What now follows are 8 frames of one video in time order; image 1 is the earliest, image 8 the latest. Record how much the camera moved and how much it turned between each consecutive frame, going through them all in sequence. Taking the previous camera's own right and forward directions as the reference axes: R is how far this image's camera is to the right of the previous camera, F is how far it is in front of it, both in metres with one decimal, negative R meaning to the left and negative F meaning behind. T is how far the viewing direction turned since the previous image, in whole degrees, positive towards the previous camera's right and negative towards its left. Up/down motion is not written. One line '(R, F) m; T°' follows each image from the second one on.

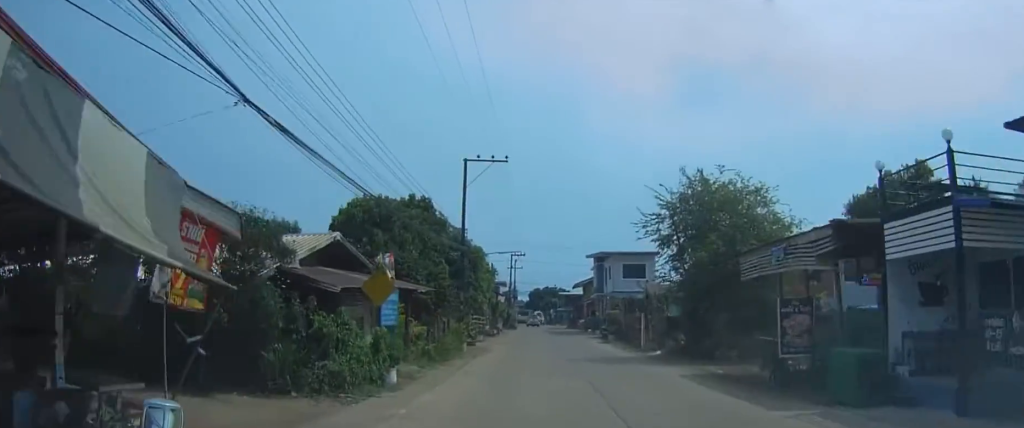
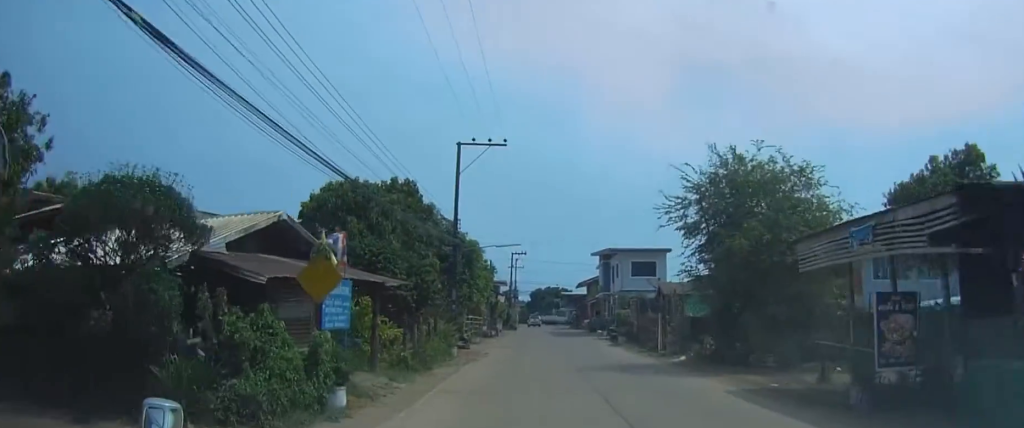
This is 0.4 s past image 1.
(0.0, +5.4) m; 0°
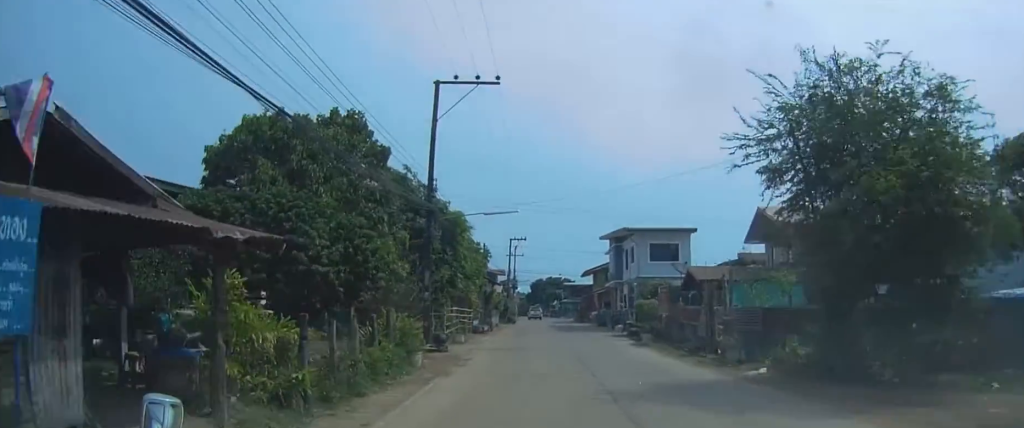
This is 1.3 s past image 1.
(0.0, +10.2) m; +1°
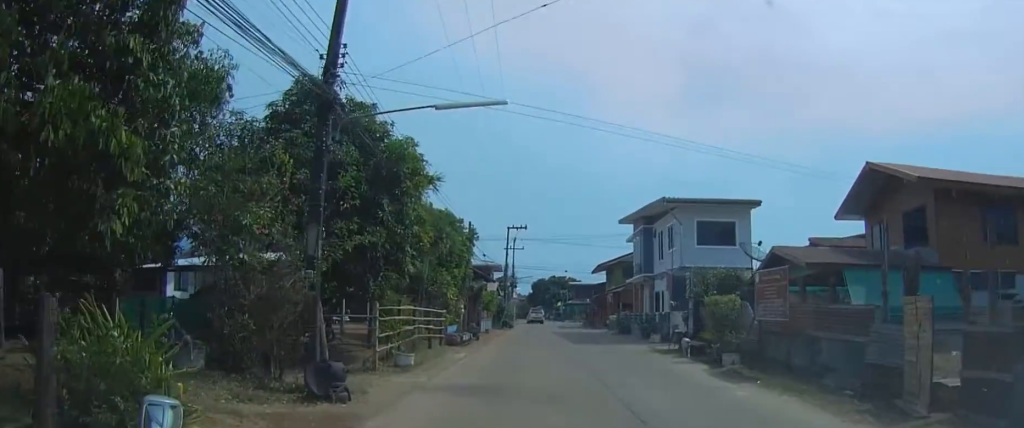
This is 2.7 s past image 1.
(+0.2, +14.6) m; 0°
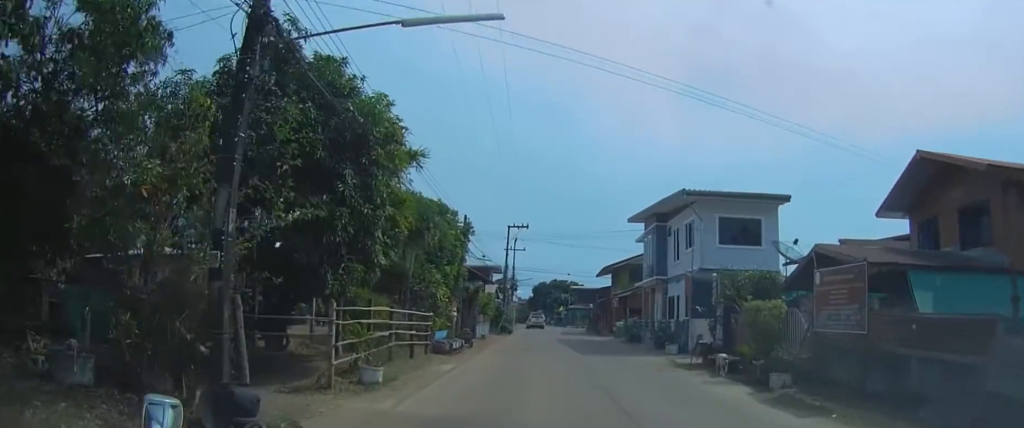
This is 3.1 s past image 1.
(-0.1, +3.8) m; 0°
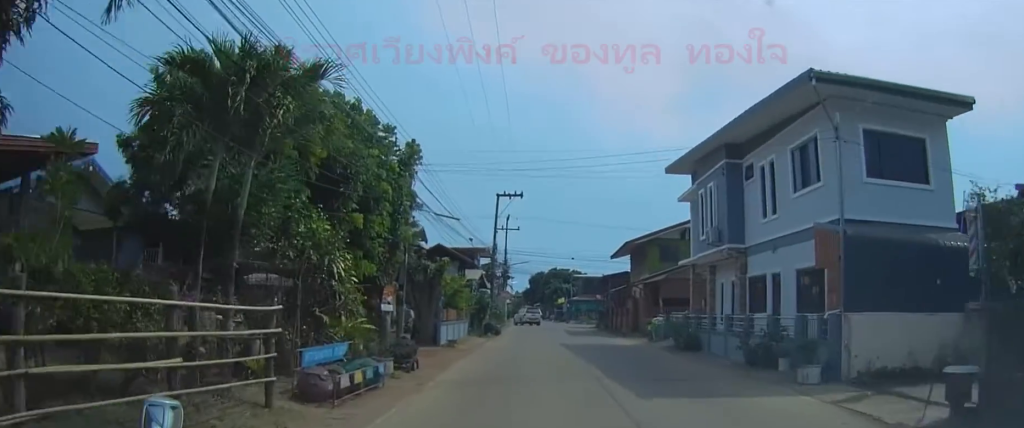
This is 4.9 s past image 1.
(-0.2, +14.3) m; -2°
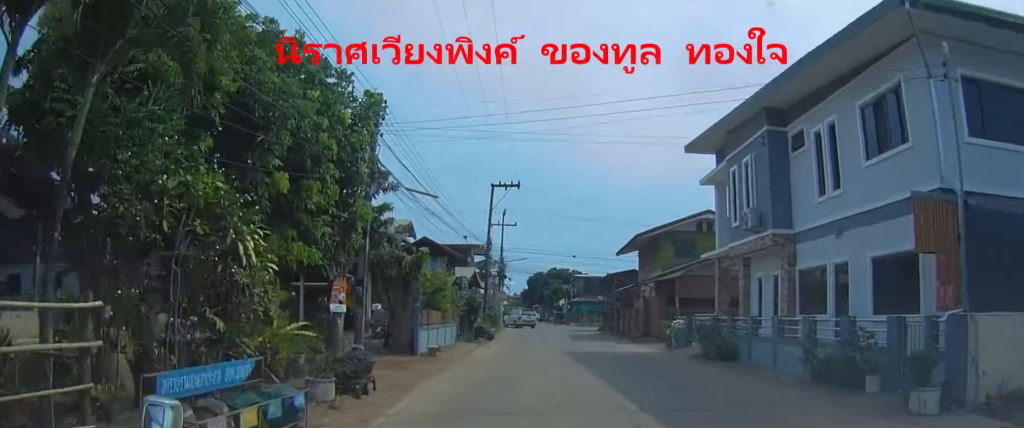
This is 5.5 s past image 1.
(-0.1, +4.2) m; 0°
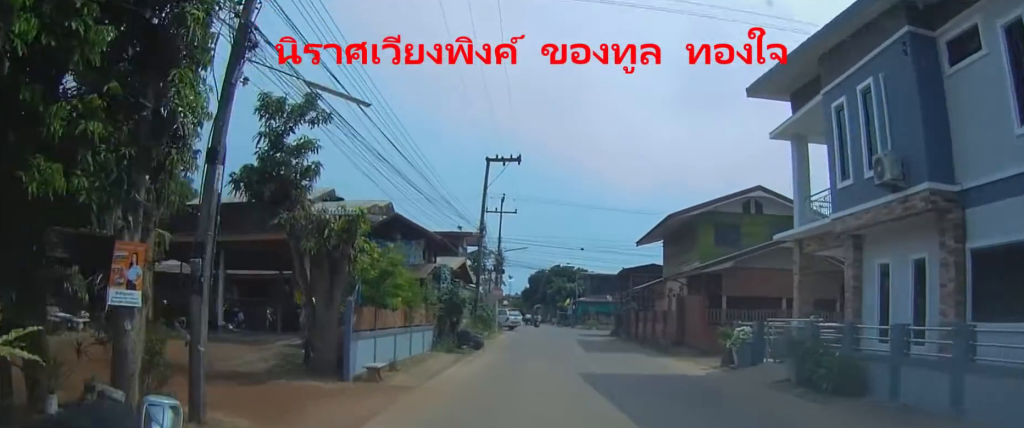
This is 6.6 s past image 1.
(+0.1, +6.6) m; +1°
